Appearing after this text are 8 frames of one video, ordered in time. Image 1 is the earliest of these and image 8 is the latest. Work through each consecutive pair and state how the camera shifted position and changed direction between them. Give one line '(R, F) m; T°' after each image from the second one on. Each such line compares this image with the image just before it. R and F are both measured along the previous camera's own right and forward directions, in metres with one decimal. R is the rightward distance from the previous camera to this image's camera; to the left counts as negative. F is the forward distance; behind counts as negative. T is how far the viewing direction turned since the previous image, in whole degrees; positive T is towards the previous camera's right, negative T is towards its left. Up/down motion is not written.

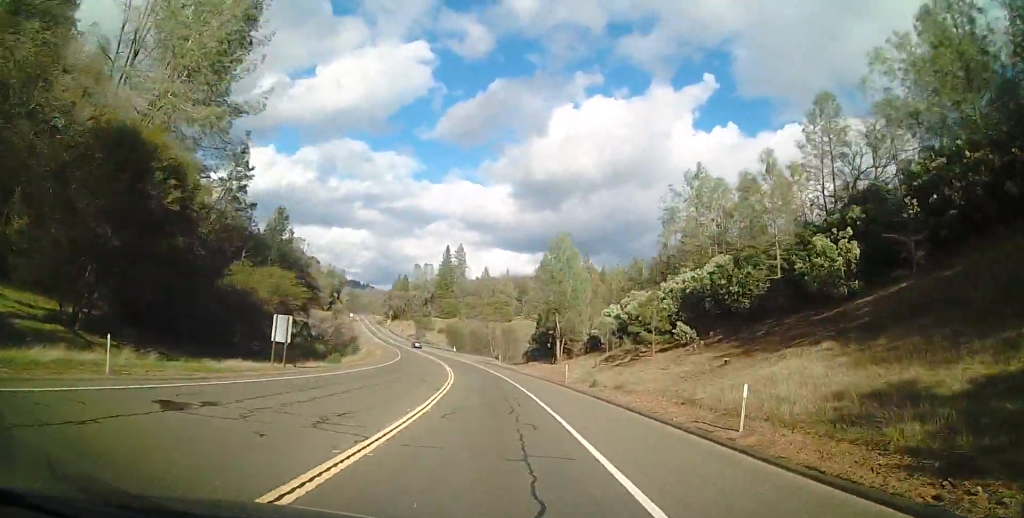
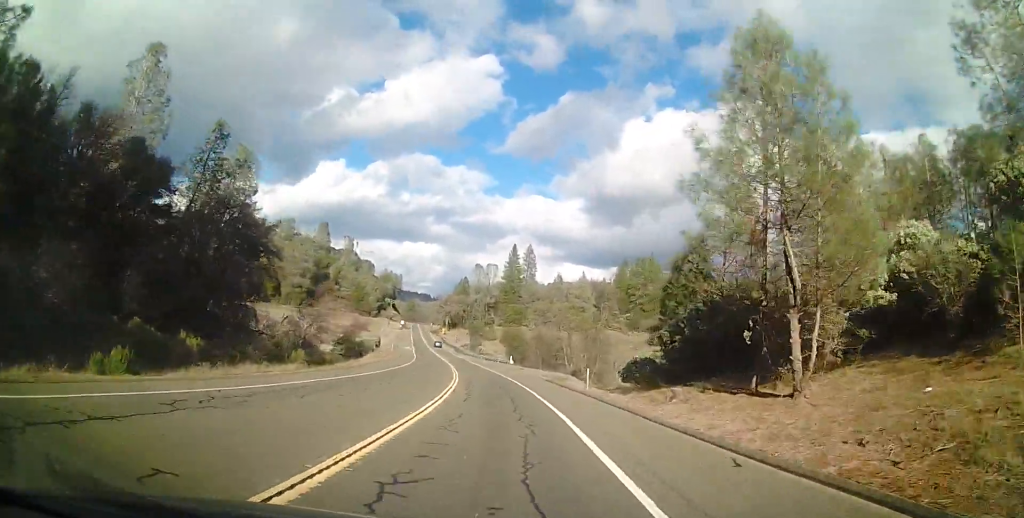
(-2.1, +37.2) m; -7°
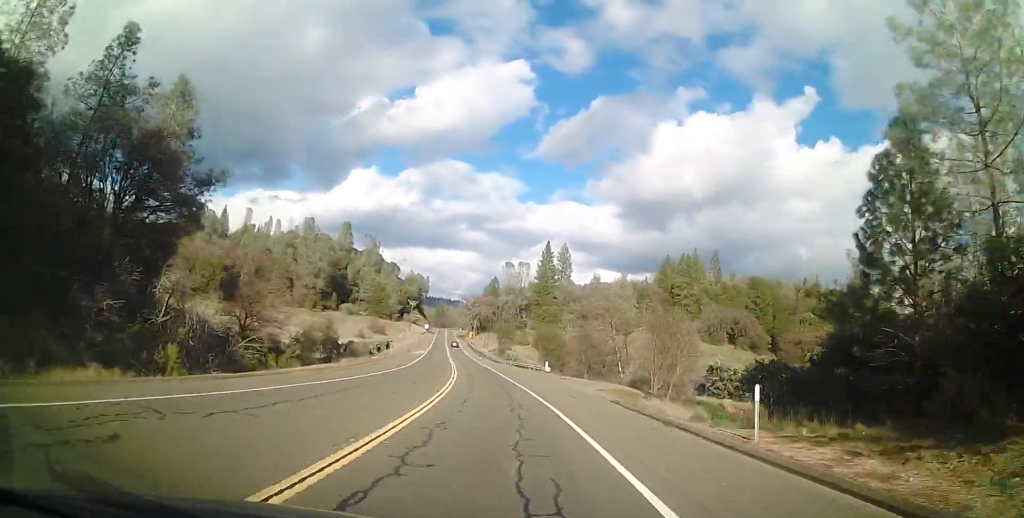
(-0.6, +19.4) m; -4°
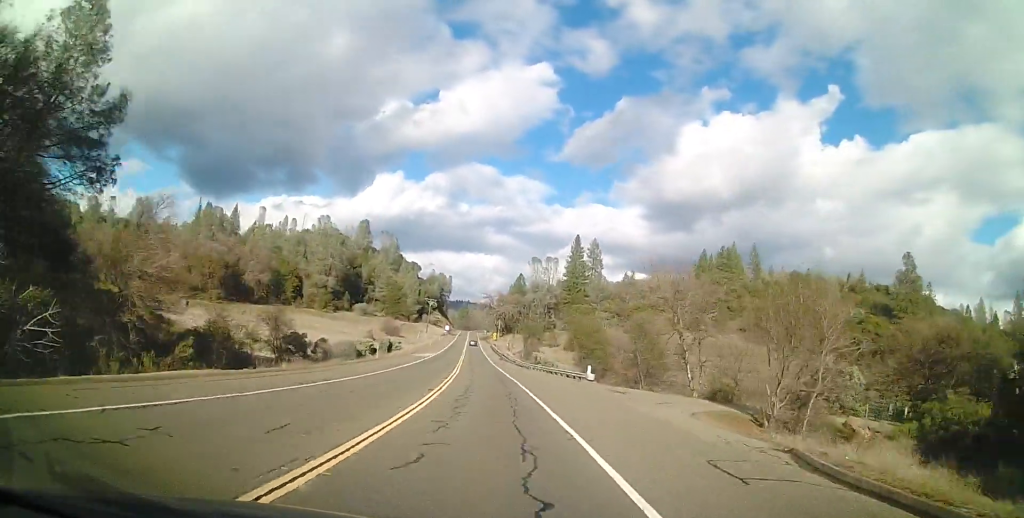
(-0.1, +16.1) m; -5°
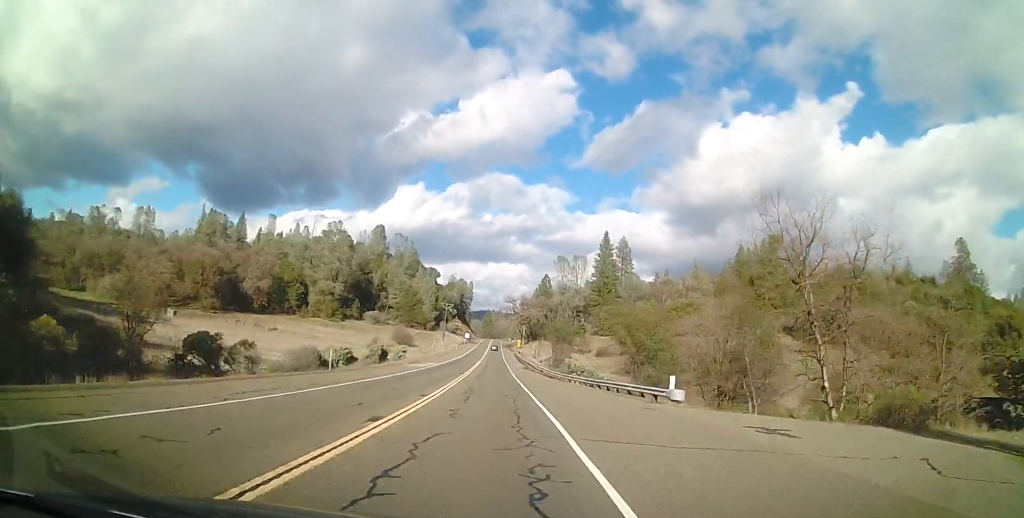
(-1.3, +16.7) m; -4°
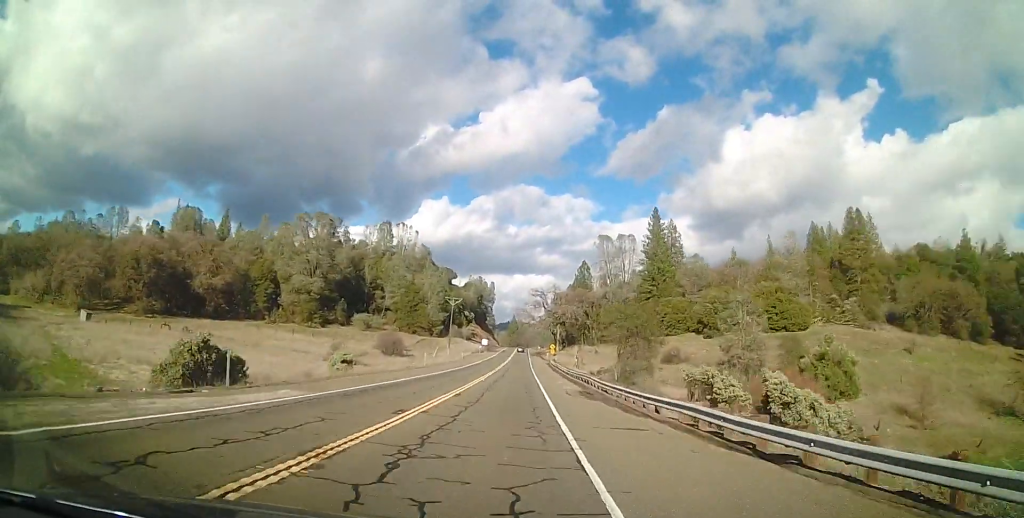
(-1.8, +39.4) m; -3°
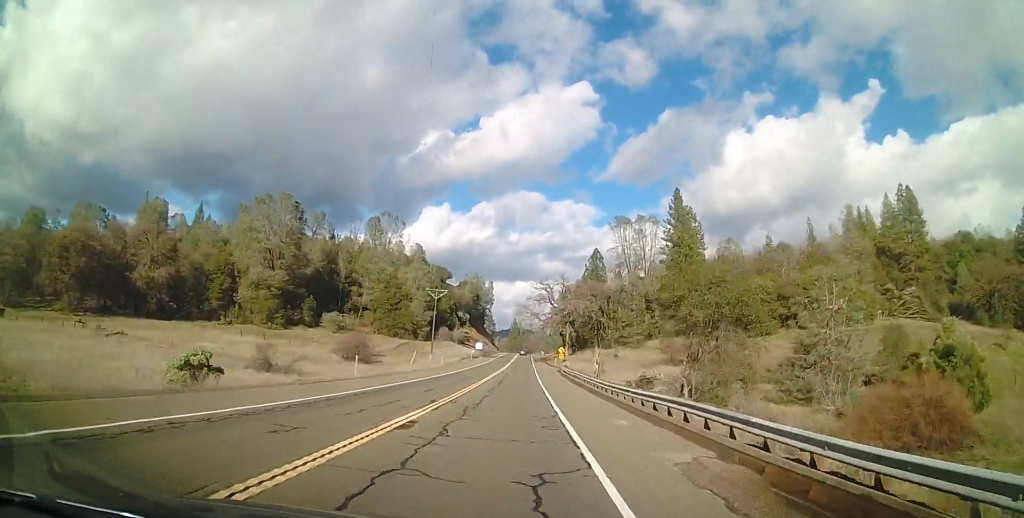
(0.0, +22.3) m; 0°
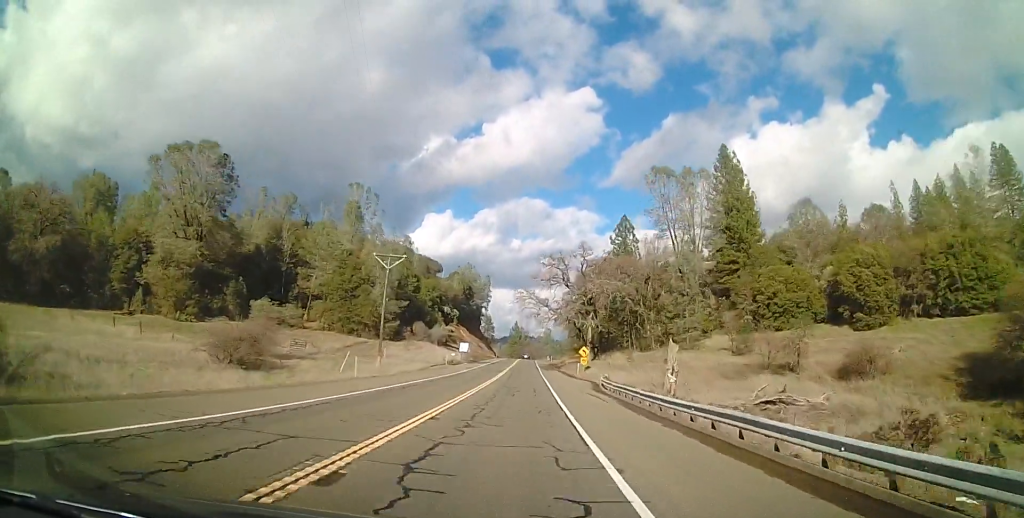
(0.0, +32.4) m; 0°
